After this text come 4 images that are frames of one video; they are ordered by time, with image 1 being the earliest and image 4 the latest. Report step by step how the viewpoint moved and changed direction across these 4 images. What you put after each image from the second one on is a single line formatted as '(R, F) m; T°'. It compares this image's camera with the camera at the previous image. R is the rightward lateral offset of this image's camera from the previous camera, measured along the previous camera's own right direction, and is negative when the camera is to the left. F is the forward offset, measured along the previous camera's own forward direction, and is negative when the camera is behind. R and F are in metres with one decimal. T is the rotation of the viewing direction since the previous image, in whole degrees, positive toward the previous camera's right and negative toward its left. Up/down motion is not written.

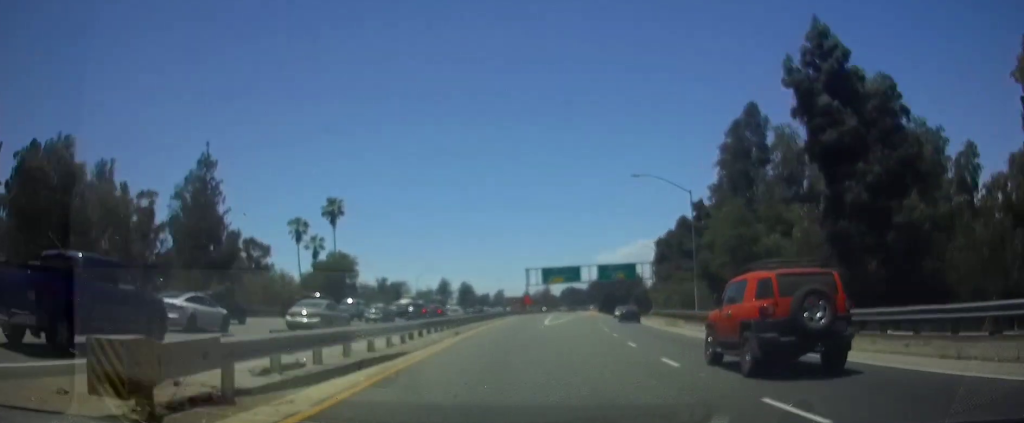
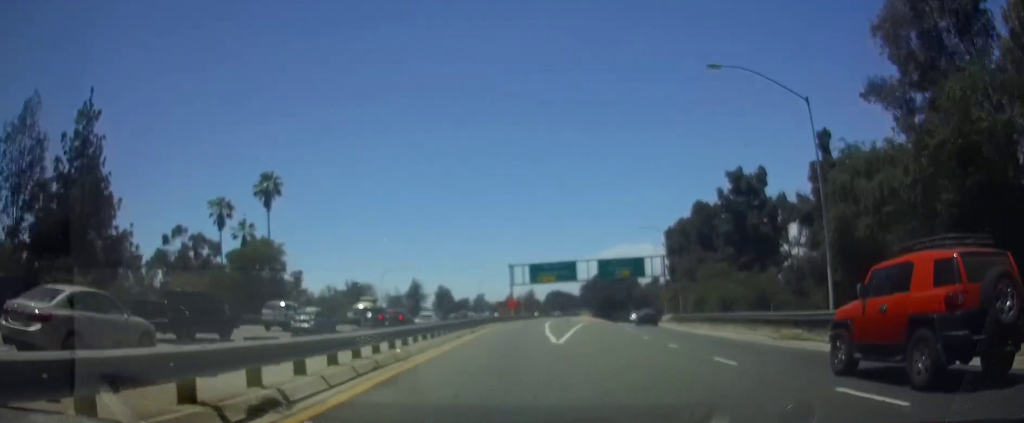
(+0.4, +22.2) m; +2°
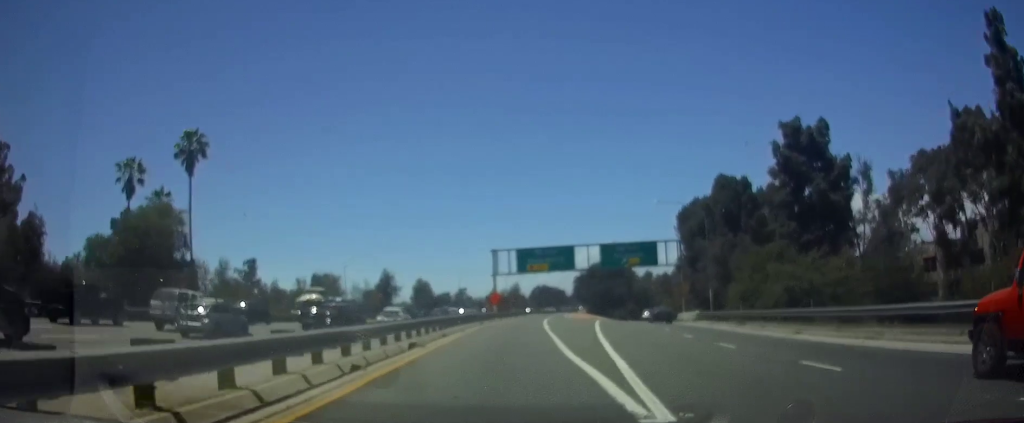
(+0.2, +18.2) m; +1°
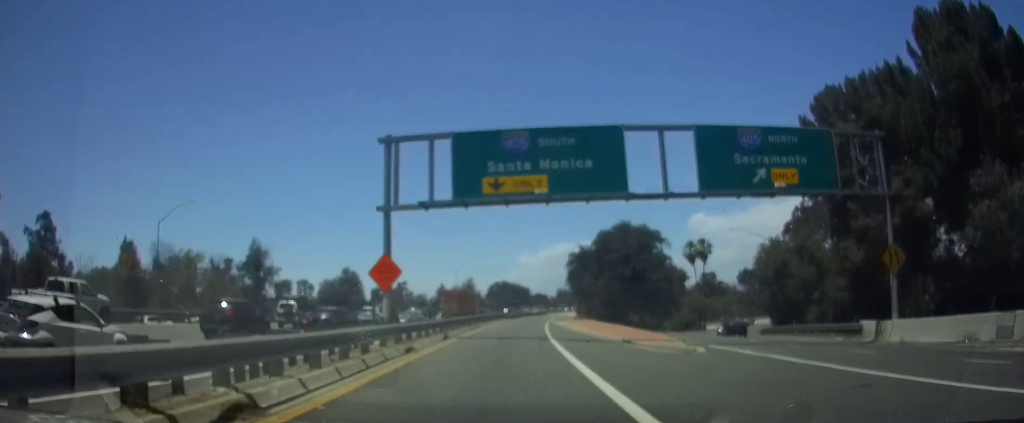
(+2.0, +54.4) m; +4°
